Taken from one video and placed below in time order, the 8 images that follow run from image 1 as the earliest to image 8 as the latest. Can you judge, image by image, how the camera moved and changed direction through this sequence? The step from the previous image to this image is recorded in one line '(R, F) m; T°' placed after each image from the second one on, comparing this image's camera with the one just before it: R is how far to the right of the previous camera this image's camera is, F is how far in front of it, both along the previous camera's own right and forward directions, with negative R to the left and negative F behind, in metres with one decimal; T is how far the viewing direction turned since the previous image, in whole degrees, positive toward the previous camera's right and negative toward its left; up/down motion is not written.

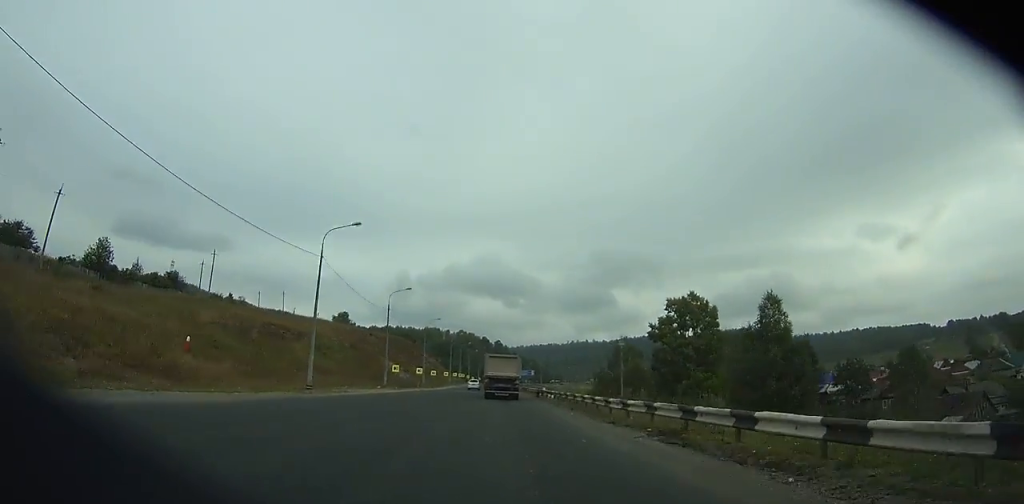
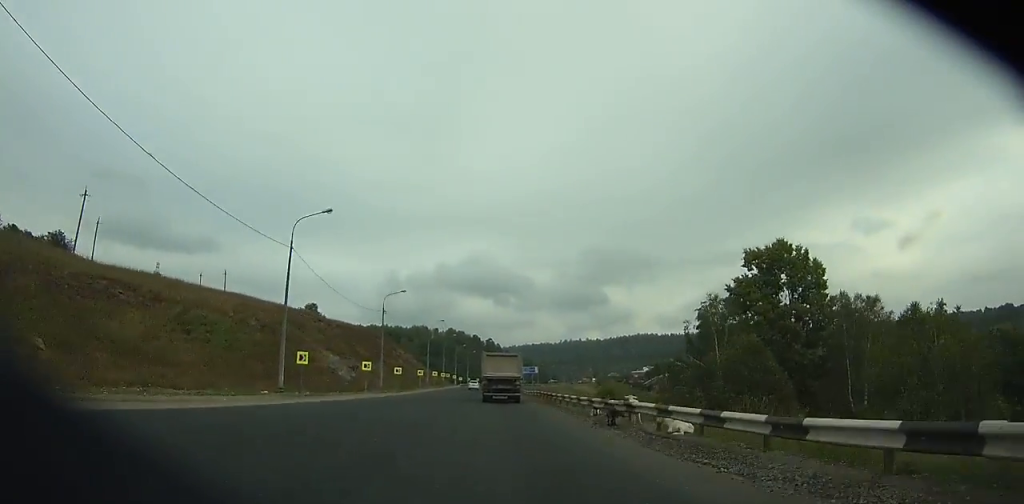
(+0.1, +34.7) m; 0°
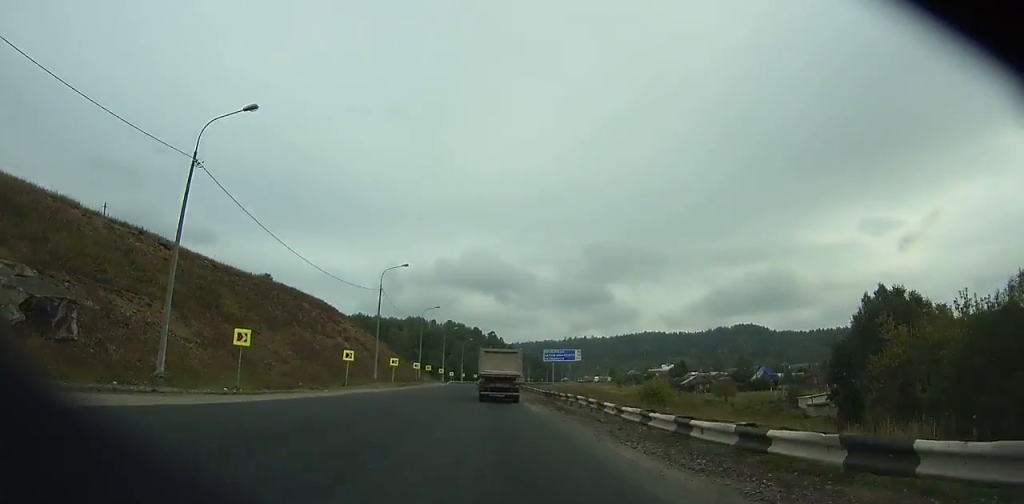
(+0.3, +51.5) m; +1°
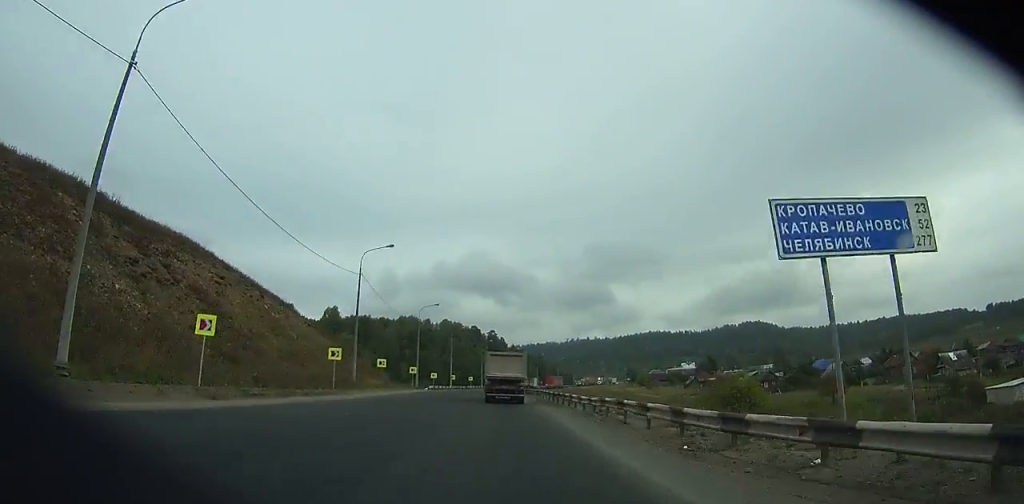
(+0.2, +48.0) m; 0°
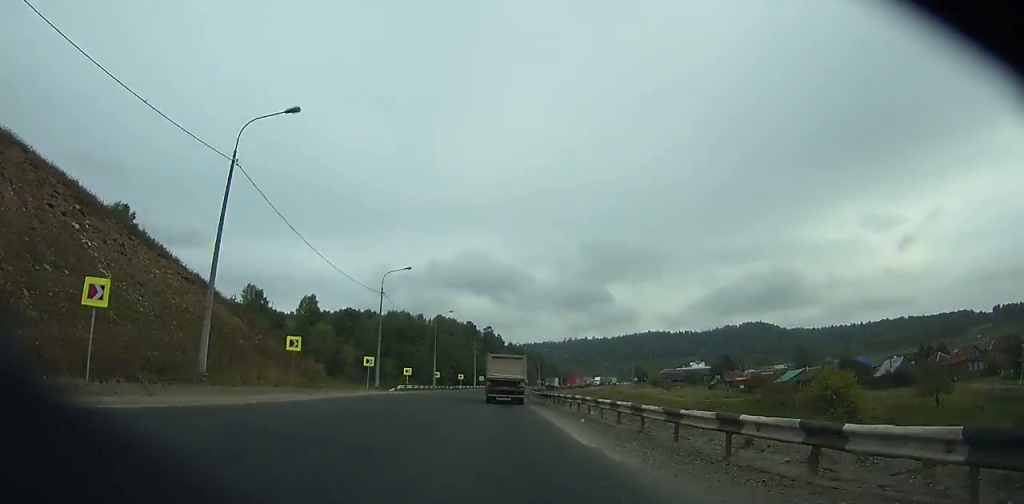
(-0.1, +26.9) m; 0°
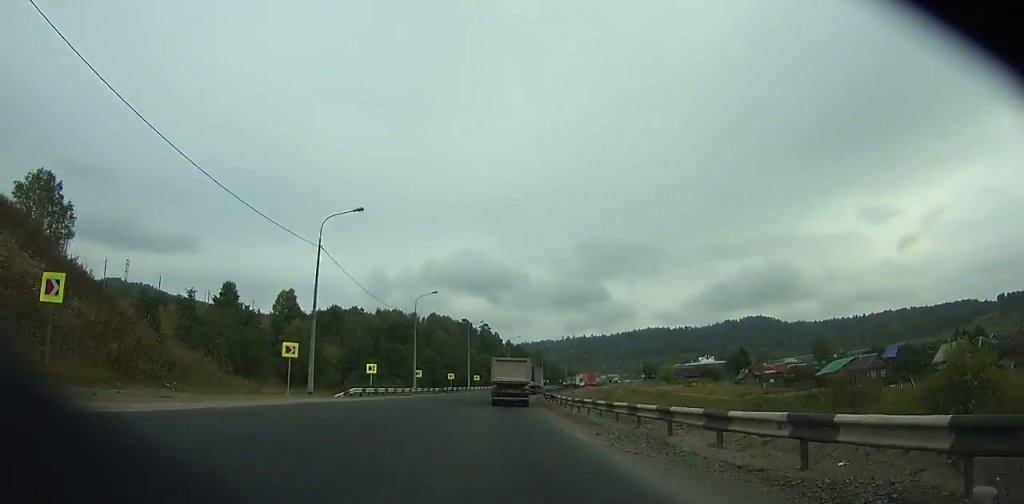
(0.0, +20.4) m; 0°
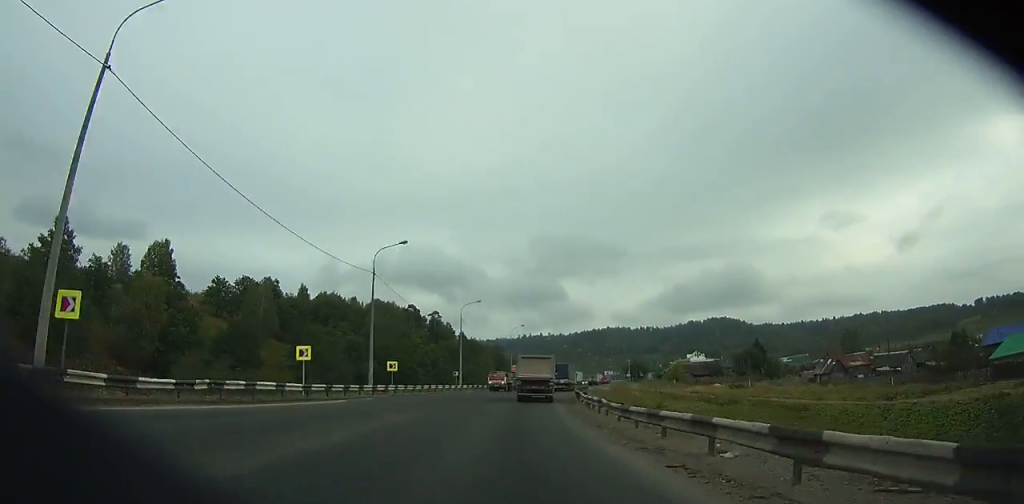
(+1.1, +58.6) m; +4°
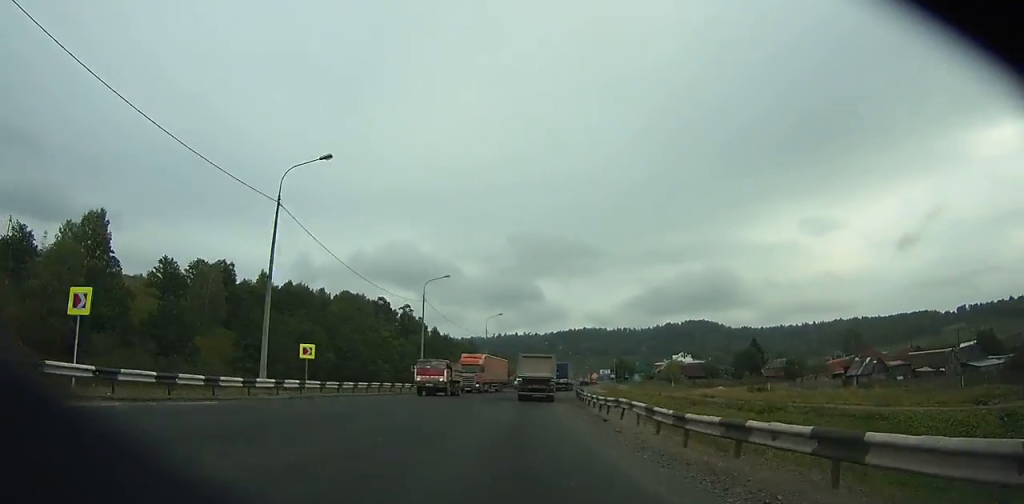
(+0.5, +18.2) m; +2°
